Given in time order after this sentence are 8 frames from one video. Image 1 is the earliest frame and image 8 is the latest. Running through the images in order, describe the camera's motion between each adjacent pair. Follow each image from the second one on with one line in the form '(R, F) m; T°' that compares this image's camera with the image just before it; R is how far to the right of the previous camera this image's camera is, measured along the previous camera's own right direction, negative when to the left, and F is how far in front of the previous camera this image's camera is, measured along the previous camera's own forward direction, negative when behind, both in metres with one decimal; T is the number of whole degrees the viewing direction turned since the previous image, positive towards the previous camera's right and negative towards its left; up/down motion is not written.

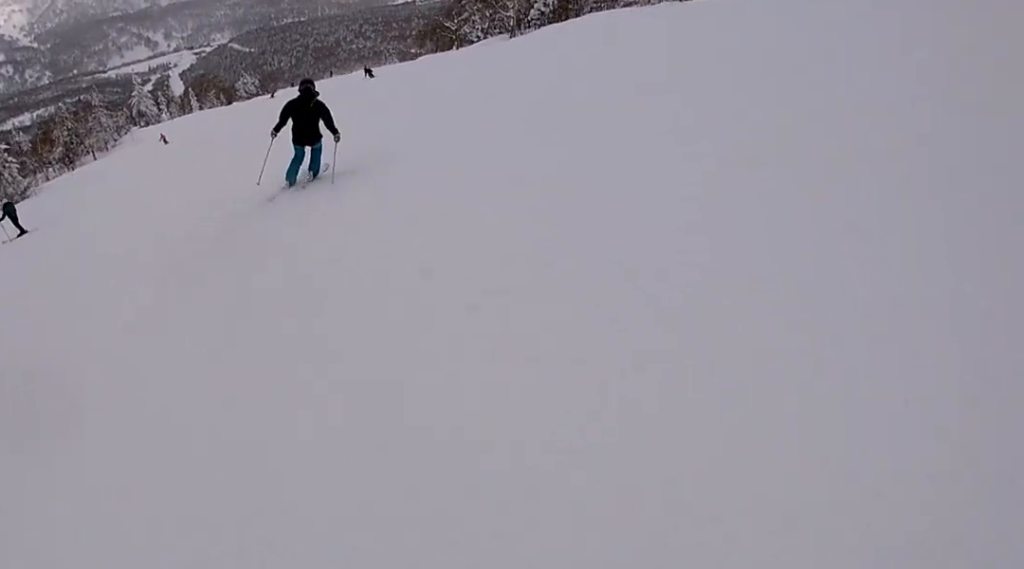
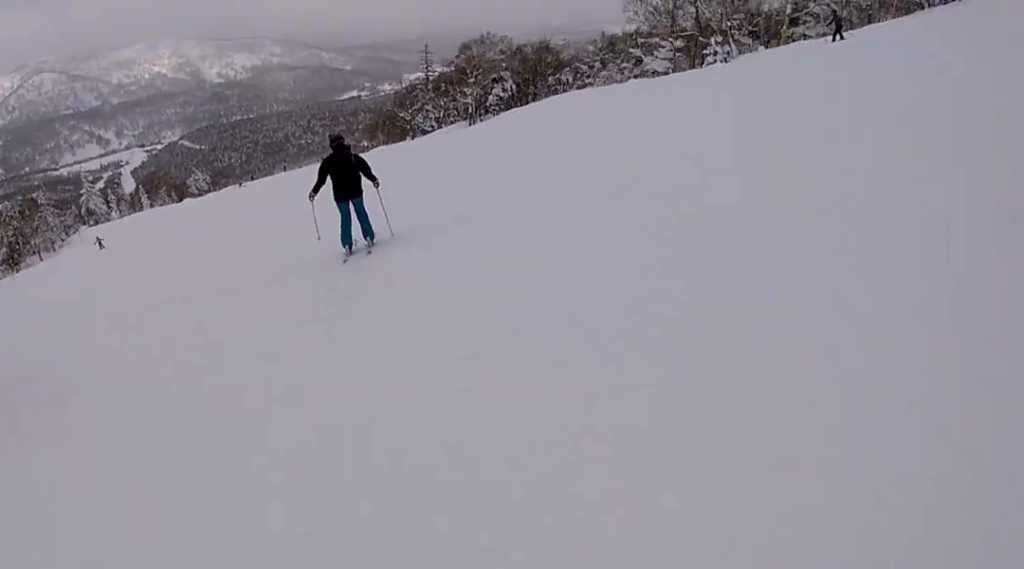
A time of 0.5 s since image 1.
(+1.1, +4.5) m; +8°
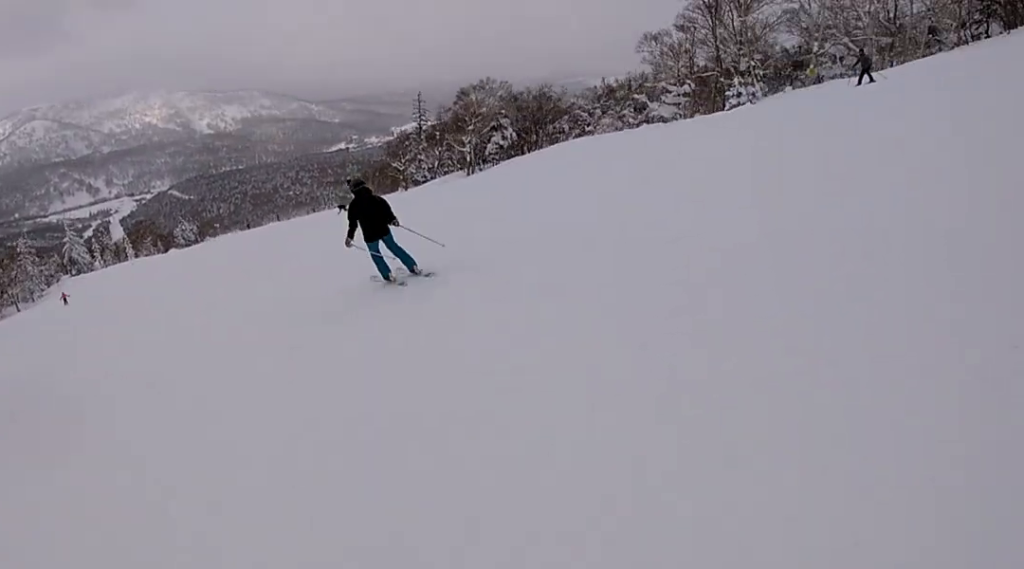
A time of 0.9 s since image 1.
(+0.5, +4.6) m; +6°
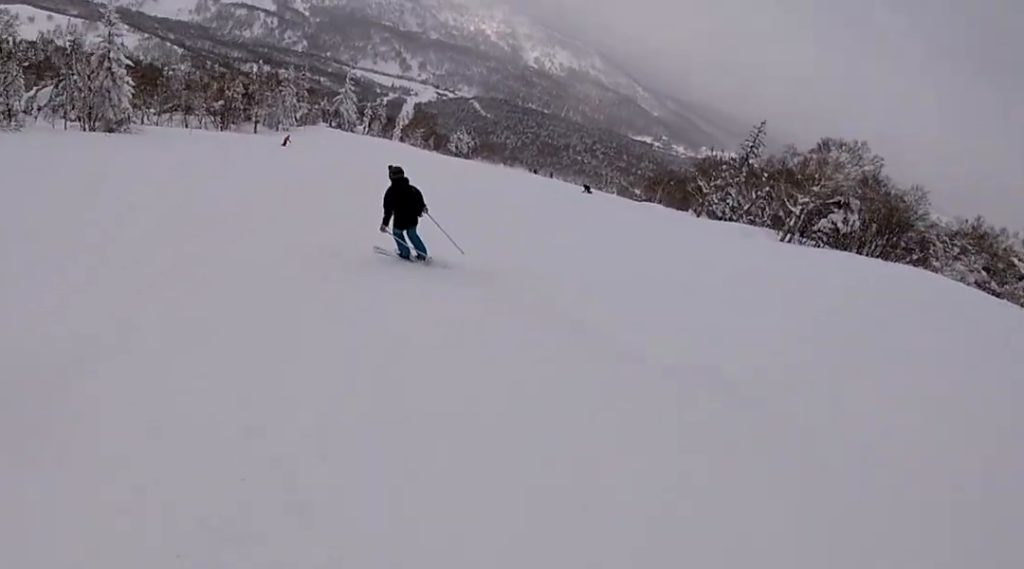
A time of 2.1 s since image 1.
(-0.4, +11.6) m; -11°
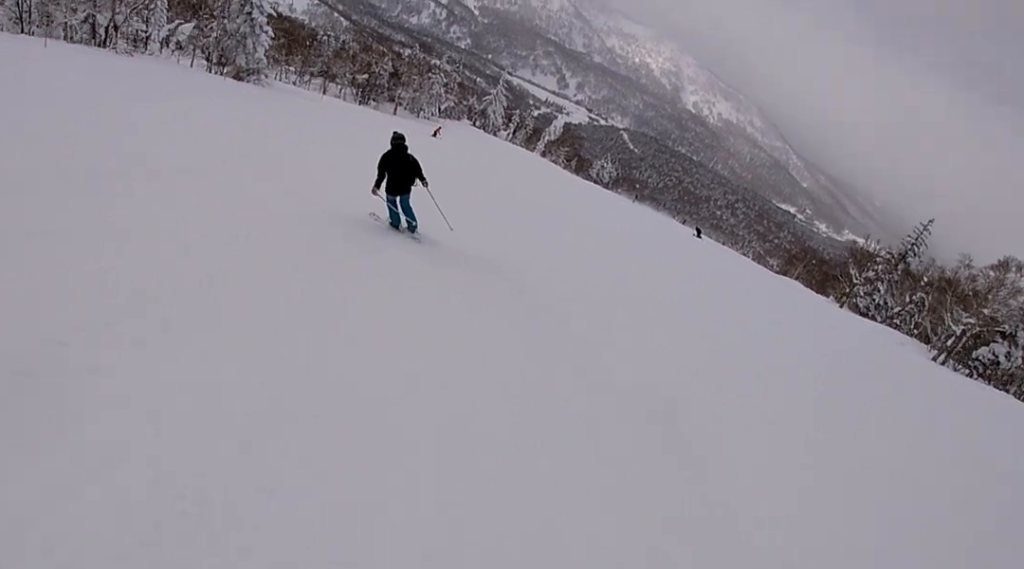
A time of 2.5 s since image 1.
(-0.5, +4.8) m; -8°
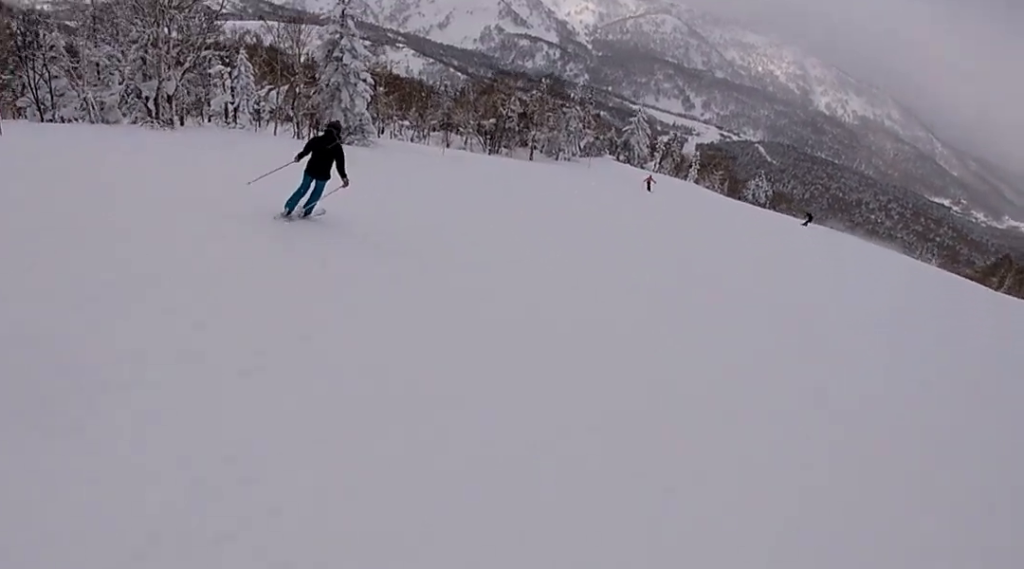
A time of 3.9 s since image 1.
(-1.9, +12.5) m; -20°
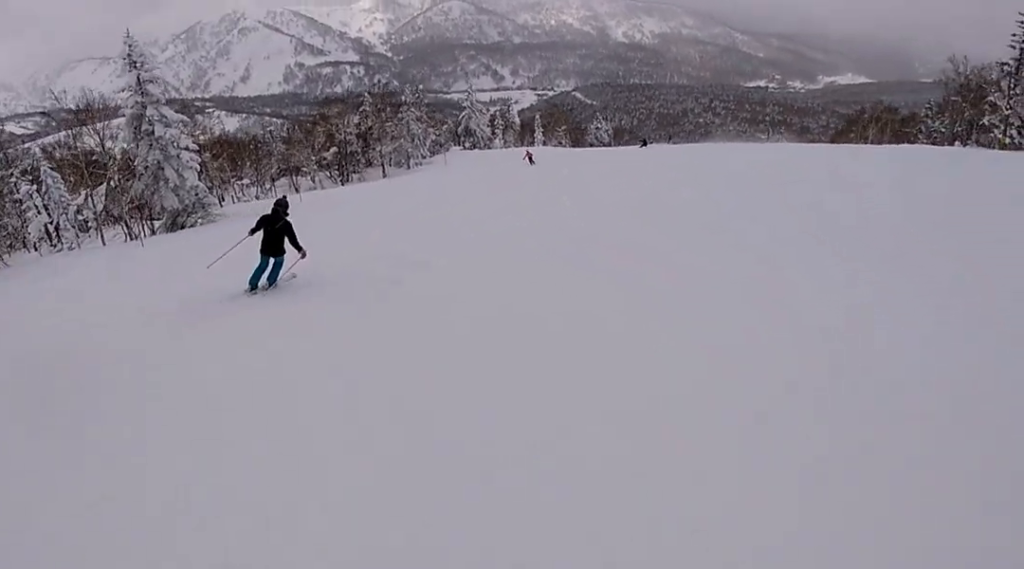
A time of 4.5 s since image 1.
(-1.1, +6.5) m; +5°
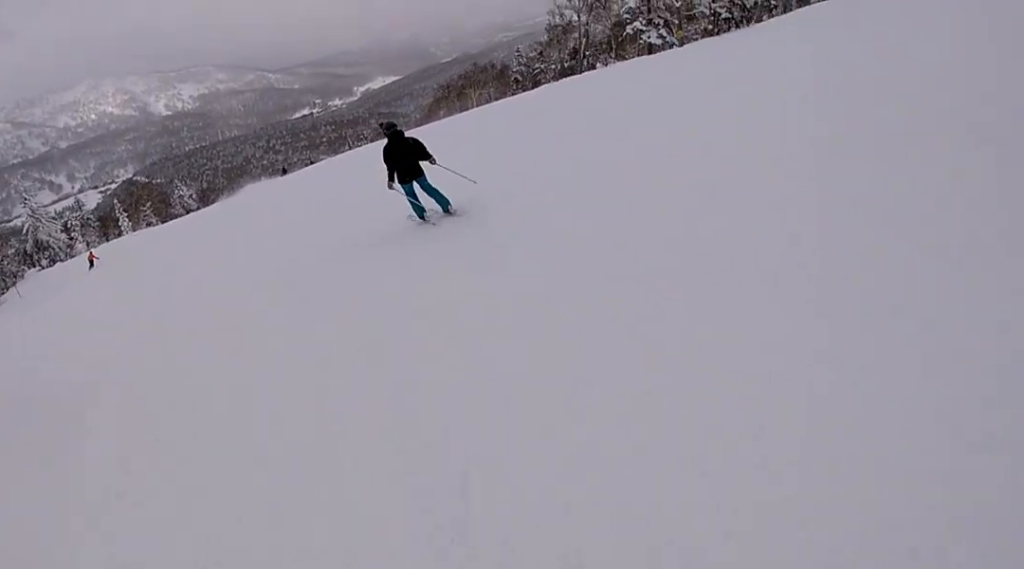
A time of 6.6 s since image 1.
(+6.7, +17.9) m; +34°
